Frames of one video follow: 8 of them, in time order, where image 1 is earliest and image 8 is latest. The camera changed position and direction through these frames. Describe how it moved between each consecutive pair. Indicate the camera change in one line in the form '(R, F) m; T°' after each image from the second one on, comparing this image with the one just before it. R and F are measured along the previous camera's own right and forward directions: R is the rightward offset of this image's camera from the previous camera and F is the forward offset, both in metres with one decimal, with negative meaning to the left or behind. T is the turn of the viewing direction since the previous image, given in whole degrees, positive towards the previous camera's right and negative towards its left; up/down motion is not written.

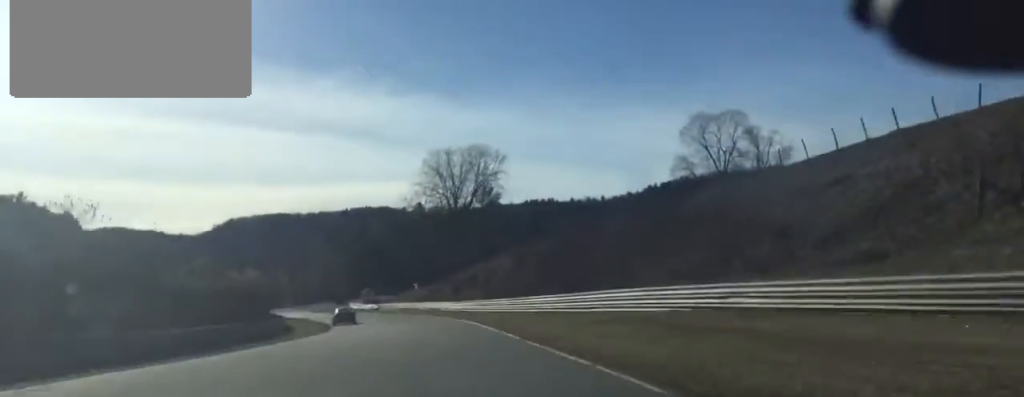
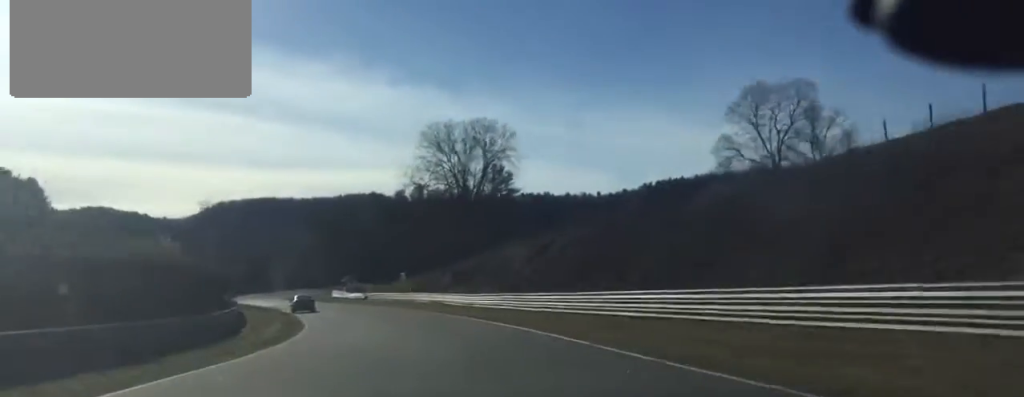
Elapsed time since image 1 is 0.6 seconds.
(+0.7, +23.4) m; 0°
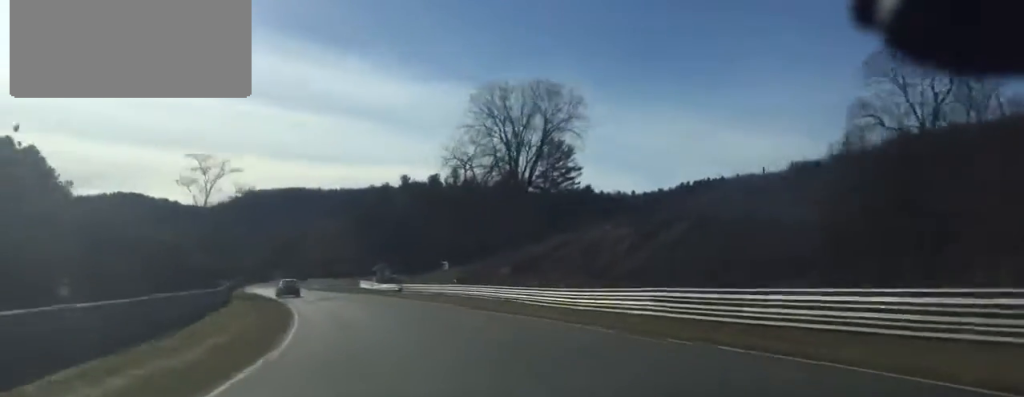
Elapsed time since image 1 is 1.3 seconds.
(-0.5, +24.3) m; -1°
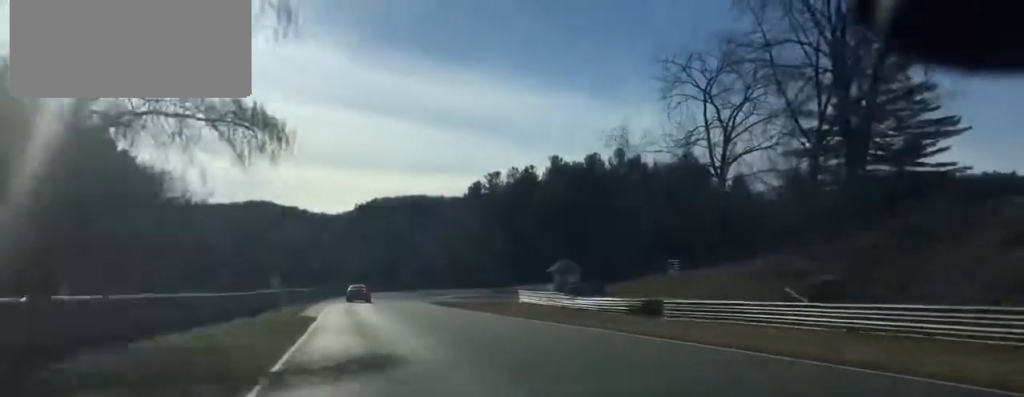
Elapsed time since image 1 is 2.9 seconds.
(-1.8, +56.2) m; -4°
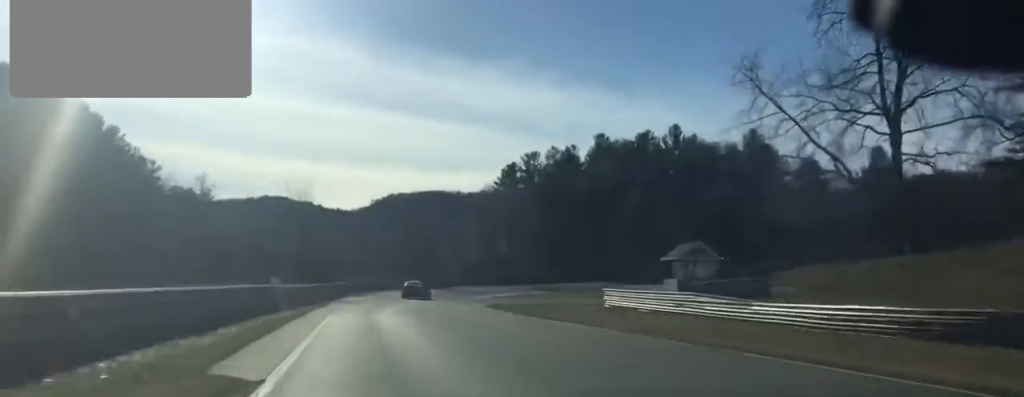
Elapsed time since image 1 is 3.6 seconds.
(-0.5, +22.2) m; -1°
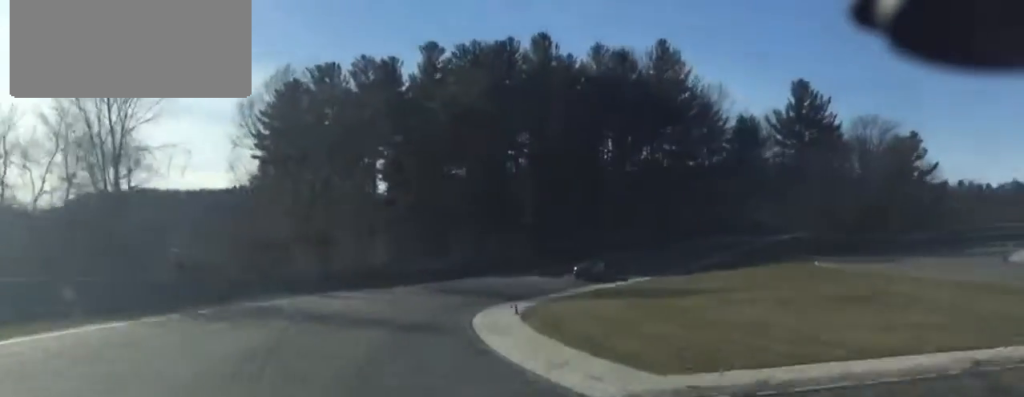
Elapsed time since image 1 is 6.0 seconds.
(+4.2, +76.7) m; +9°
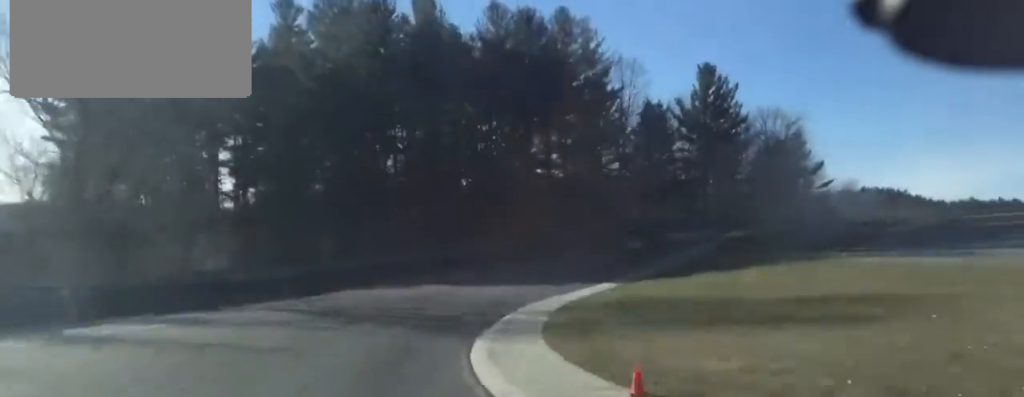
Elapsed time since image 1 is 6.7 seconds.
(+0.5, +22.7) m; +5°
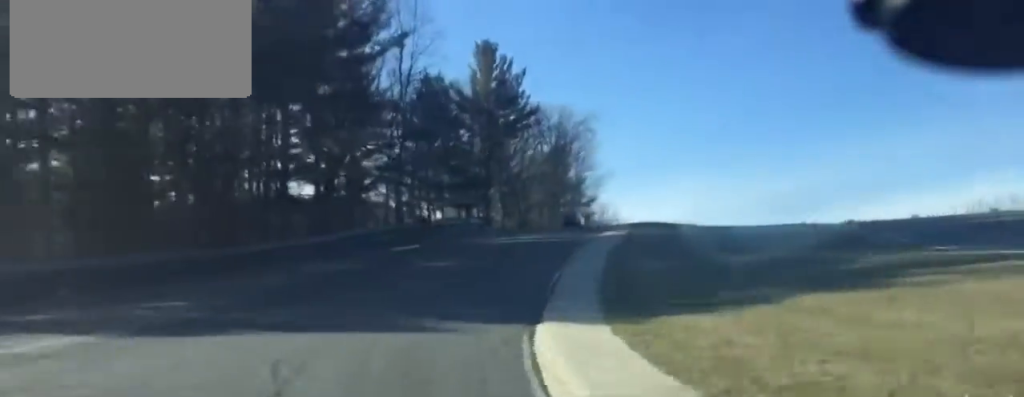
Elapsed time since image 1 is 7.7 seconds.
(+2.6, +34.7) m; +10°
